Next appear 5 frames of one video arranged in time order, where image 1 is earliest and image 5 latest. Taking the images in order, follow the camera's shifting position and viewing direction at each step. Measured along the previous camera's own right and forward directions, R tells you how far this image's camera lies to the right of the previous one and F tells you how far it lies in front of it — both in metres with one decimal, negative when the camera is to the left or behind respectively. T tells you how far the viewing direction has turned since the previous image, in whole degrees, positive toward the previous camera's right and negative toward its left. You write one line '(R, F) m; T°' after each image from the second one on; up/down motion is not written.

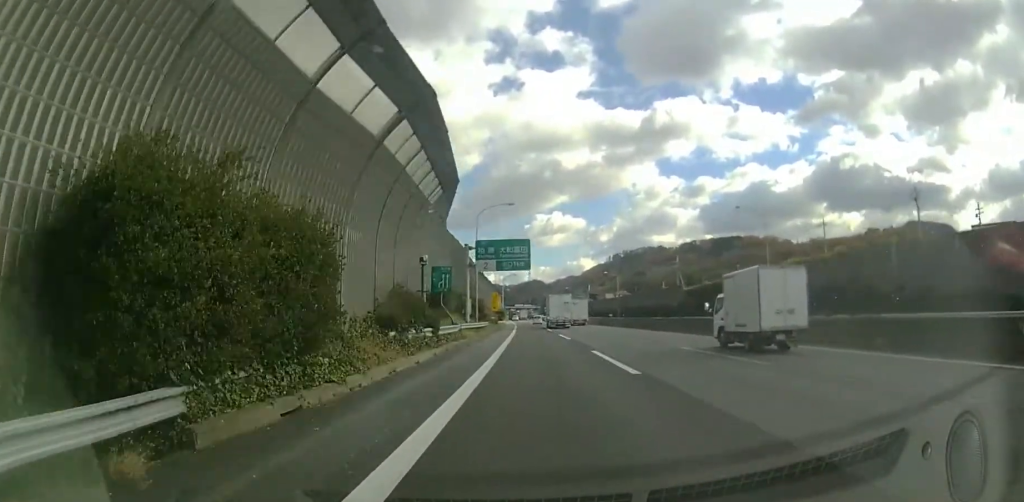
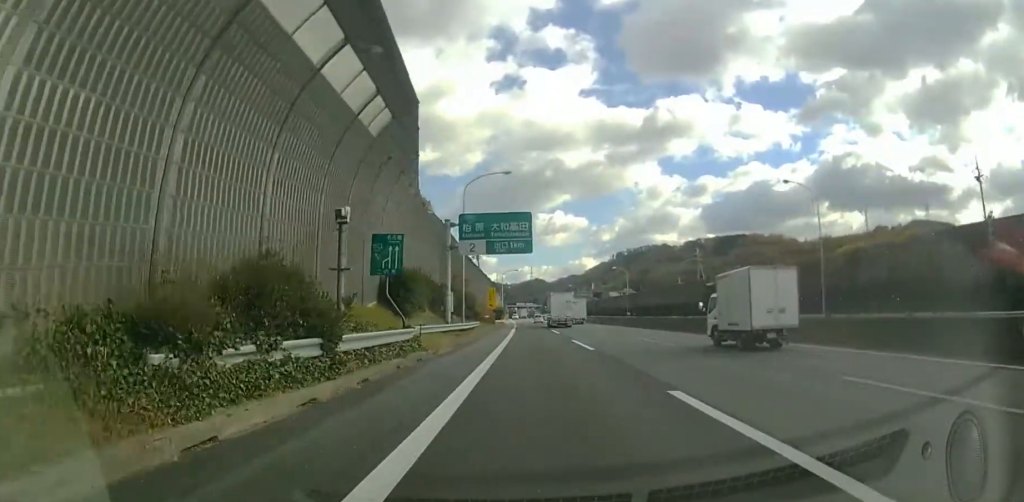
(0.0, +12.1) m; 0°
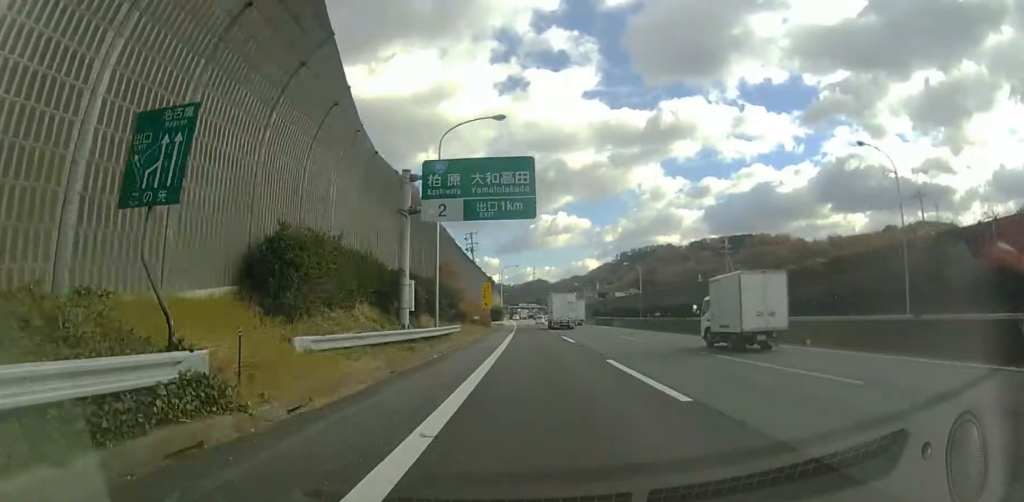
(0.0, +12.4) m; 0°
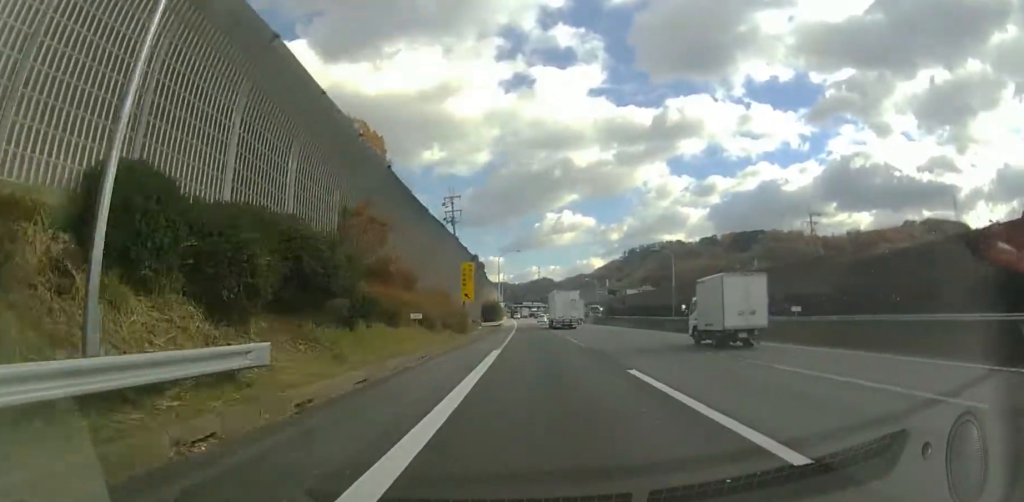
(0.0, +23.1) m; 0°
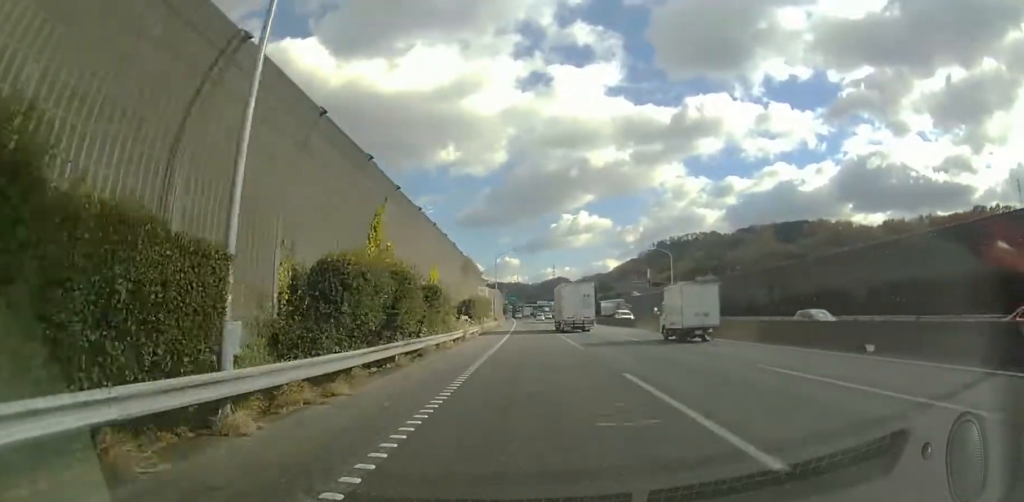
(+0.1, +81.2) m; -1°
